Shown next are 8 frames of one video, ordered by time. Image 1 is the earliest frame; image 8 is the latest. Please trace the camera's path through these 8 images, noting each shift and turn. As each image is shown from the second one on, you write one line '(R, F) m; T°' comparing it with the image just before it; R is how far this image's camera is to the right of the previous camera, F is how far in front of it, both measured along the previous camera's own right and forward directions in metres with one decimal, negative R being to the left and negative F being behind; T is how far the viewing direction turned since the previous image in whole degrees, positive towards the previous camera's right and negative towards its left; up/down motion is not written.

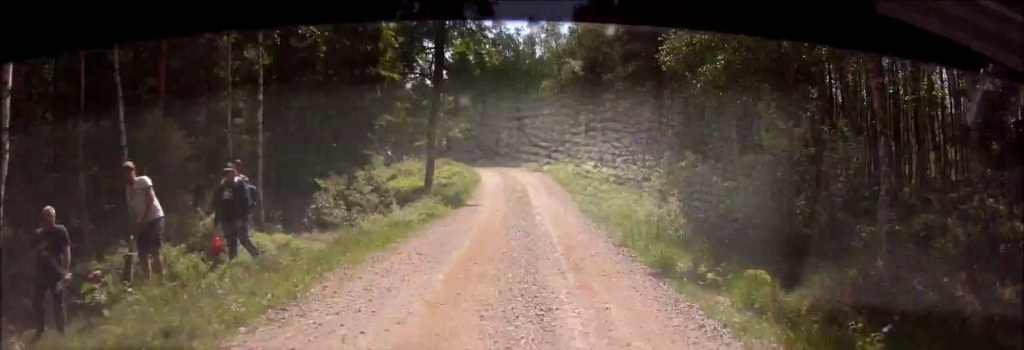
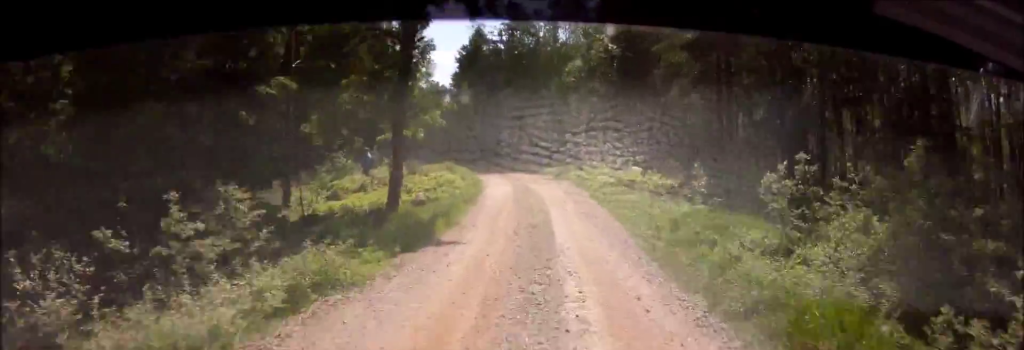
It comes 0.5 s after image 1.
(-0.3, +10.0) m; -2°
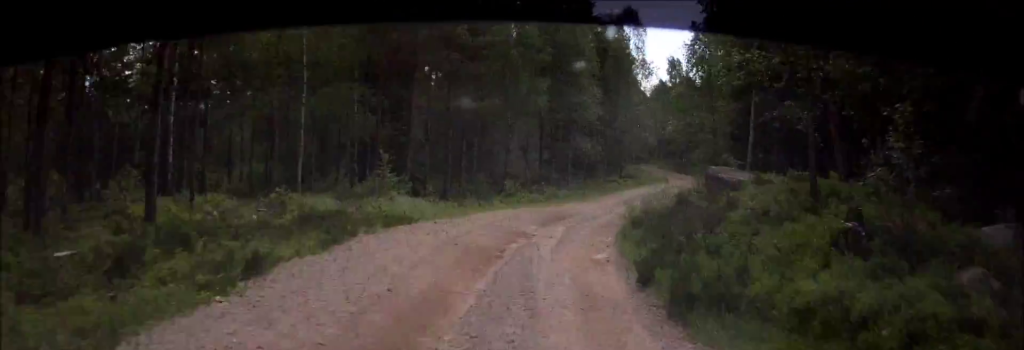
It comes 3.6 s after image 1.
(-7.7, +76.4) m; -6°
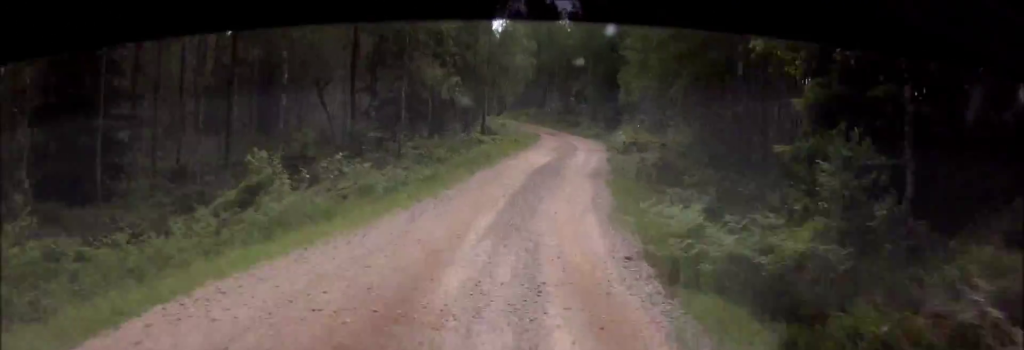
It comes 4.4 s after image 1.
(+0.7, +20.4) m; +4°
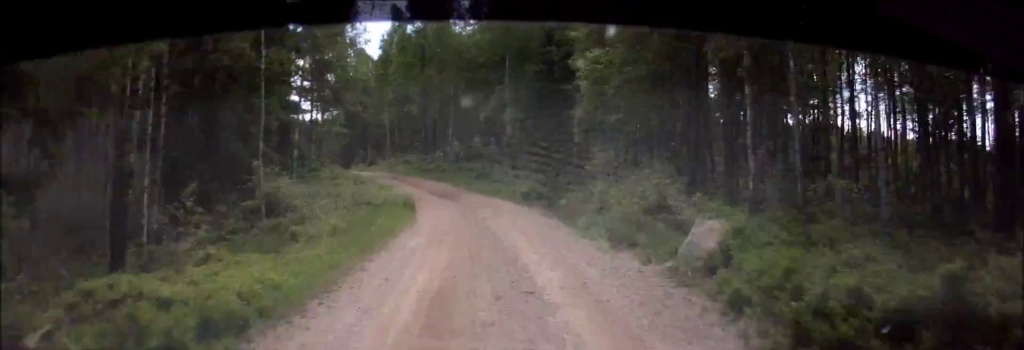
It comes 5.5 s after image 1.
(+1.5, +30.8) m; +3°
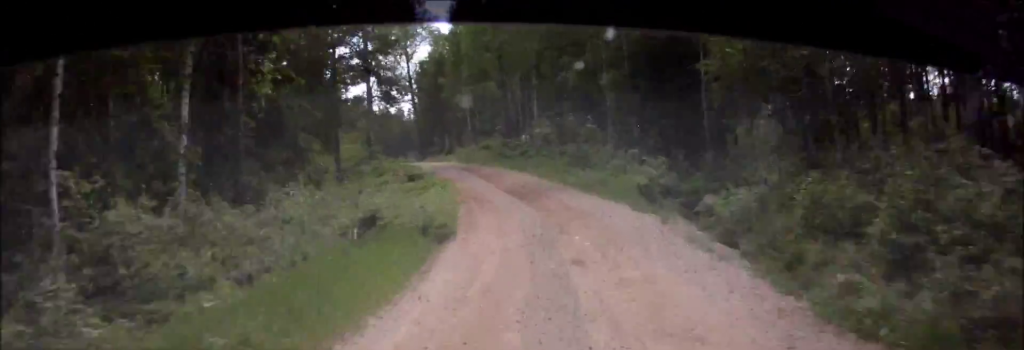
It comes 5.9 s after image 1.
(+0.1, +11.1) m; 0°
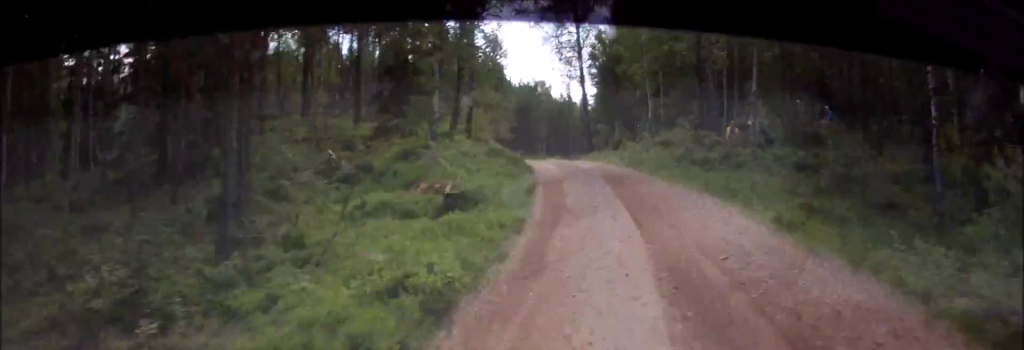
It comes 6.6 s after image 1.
(-0.1, +20.2) m; -2°
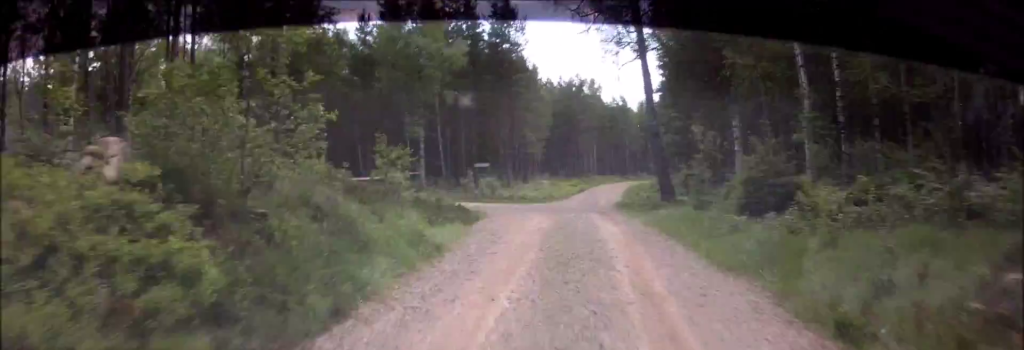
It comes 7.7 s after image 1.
(-1.1, +30.4) m; -4°
